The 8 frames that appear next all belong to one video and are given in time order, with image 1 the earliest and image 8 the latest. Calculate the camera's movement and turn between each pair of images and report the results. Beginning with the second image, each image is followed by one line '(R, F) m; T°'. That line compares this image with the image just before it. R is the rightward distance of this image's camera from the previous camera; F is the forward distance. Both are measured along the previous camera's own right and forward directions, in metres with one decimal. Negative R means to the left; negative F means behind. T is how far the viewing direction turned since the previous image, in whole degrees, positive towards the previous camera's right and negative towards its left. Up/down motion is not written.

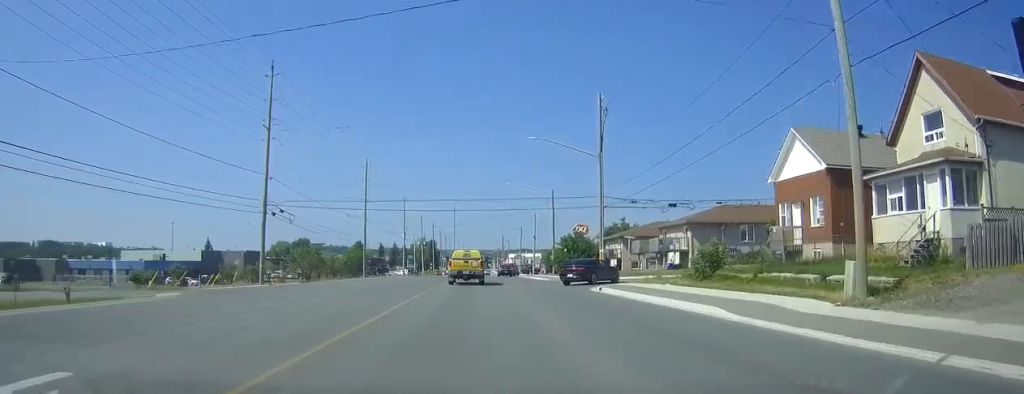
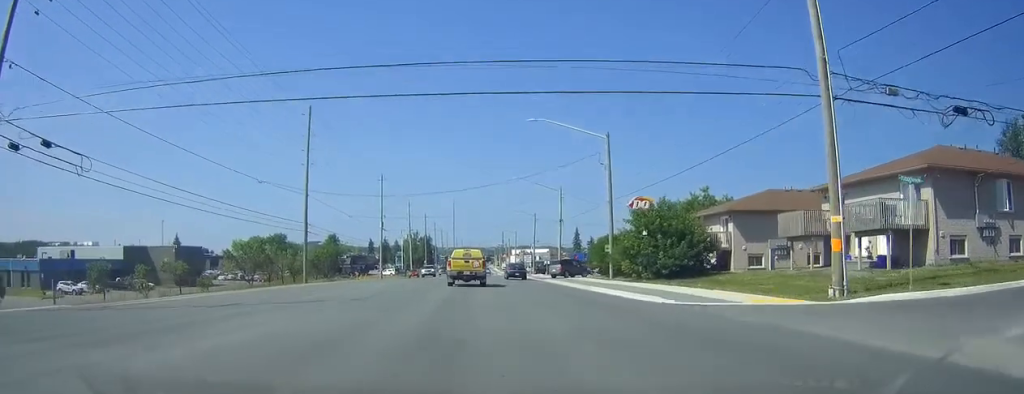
(+0.1, +36.7) m; 0°
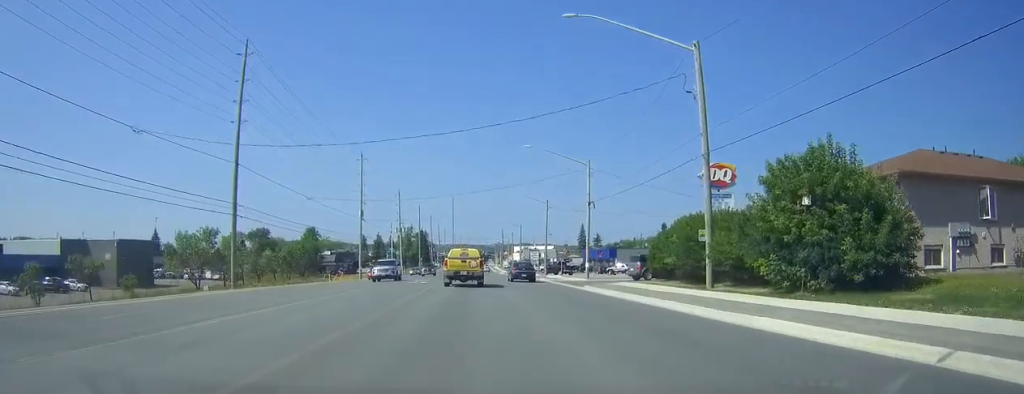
(0.0, +21.0) m; 0°
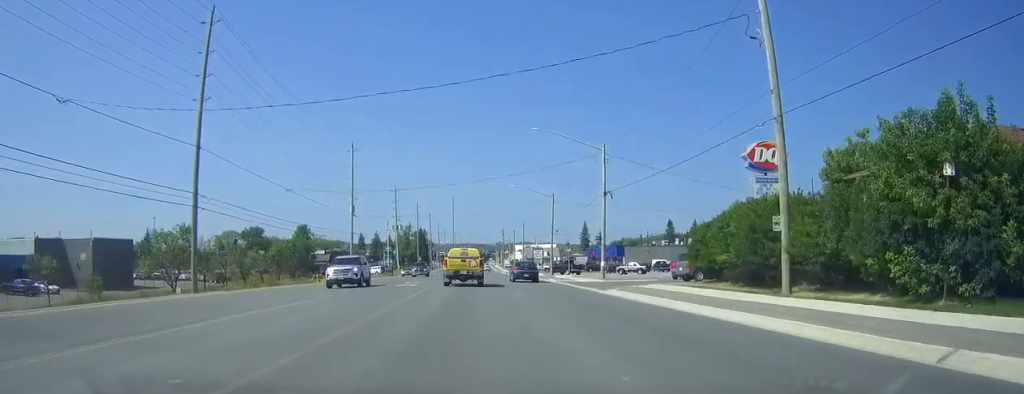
(-0.1, +7.3) m; 0°
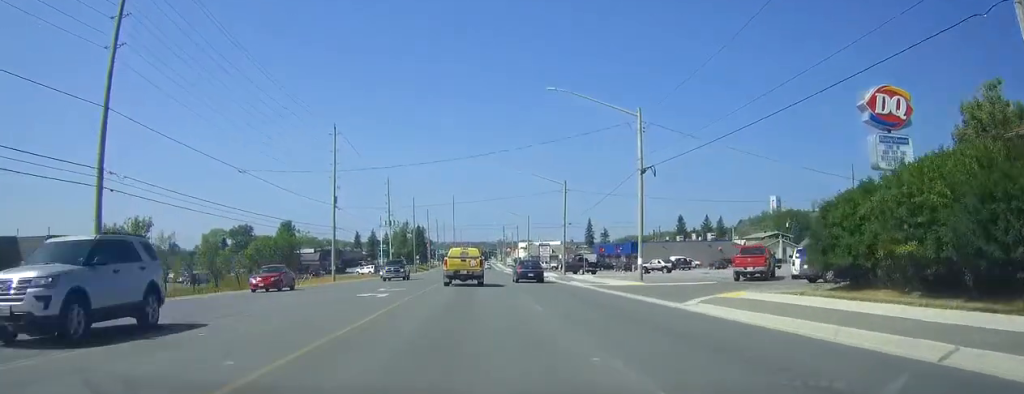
(0.0, +12.1) m; 0°
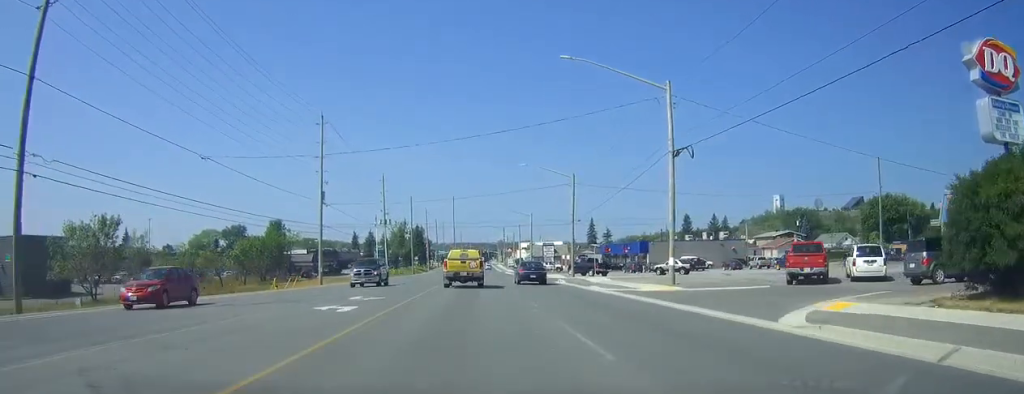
(0.0, +6.8) m; 0°
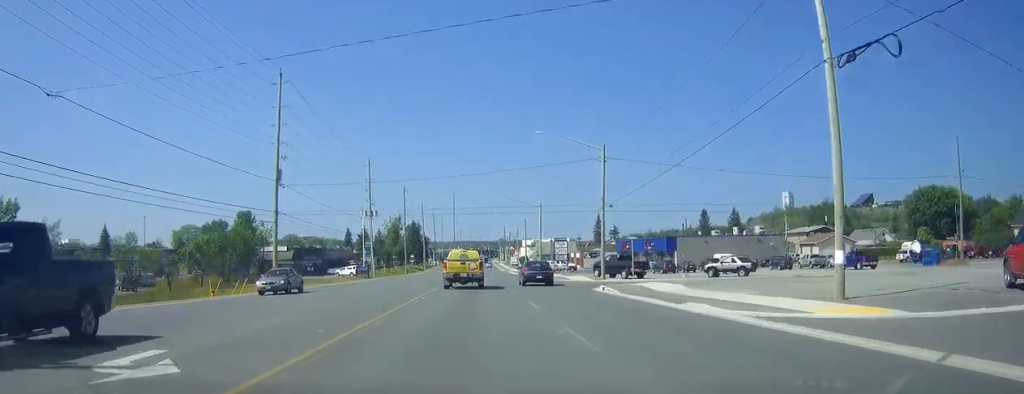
(0.0, +16.9) m; 0°
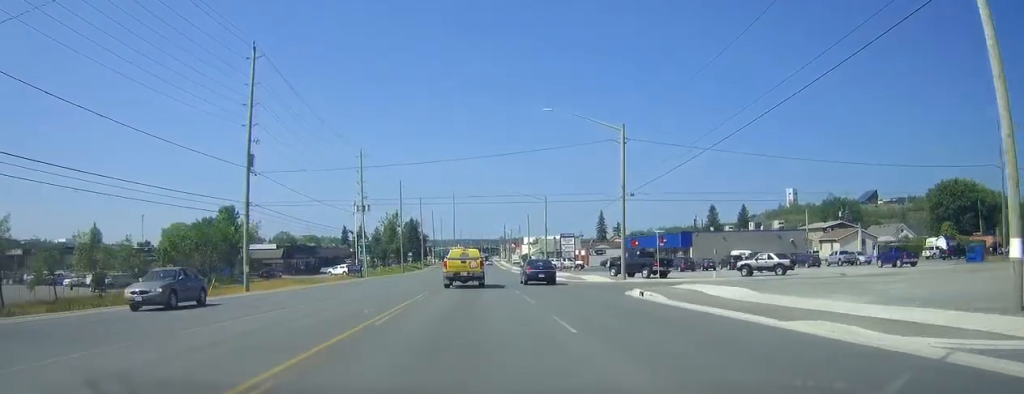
(0.0, +7.4) m; 0°
